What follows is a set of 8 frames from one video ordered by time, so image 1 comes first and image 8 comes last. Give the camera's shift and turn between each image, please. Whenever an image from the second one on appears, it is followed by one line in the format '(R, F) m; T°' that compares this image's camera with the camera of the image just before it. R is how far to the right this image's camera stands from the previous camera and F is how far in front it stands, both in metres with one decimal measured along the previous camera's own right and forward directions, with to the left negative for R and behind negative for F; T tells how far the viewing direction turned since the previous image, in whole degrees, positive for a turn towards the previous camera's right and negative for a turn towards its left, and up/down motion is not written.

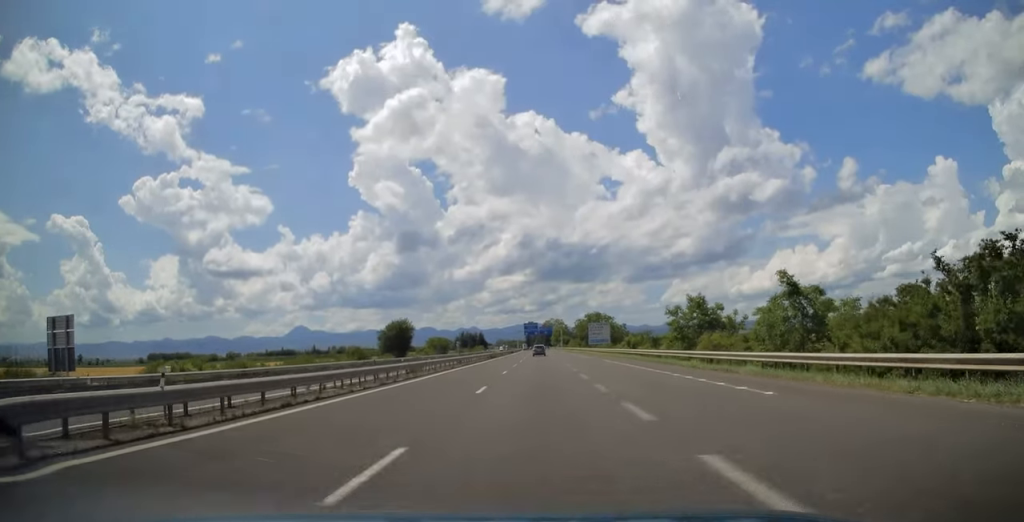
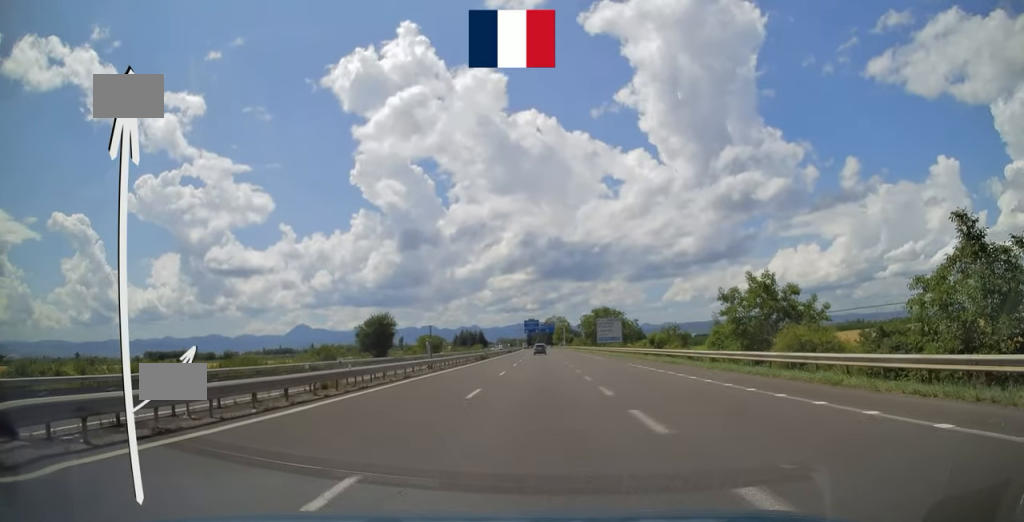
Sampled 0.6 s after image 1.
(+0.2, +14.5) m; +1°
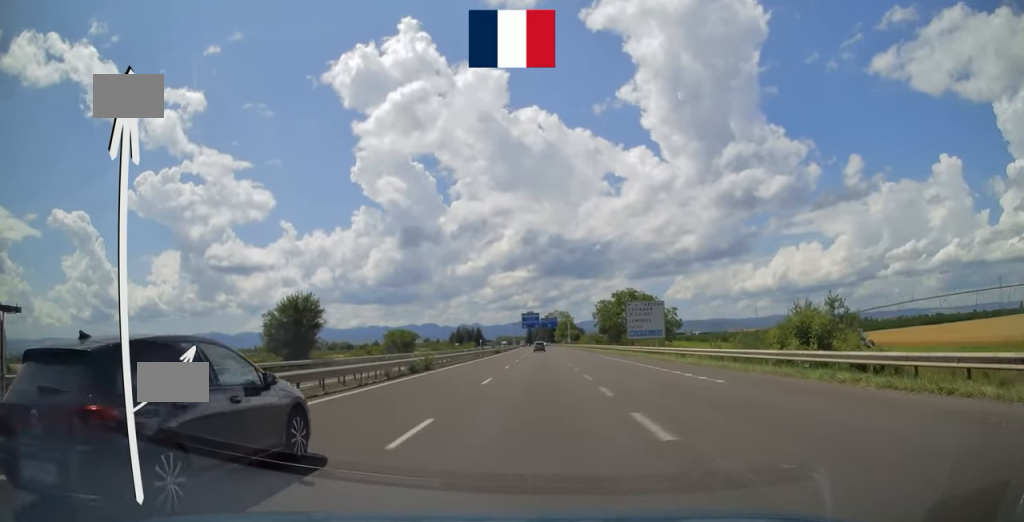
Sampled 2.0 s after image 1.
(-0.1, +33.3) m; 0°
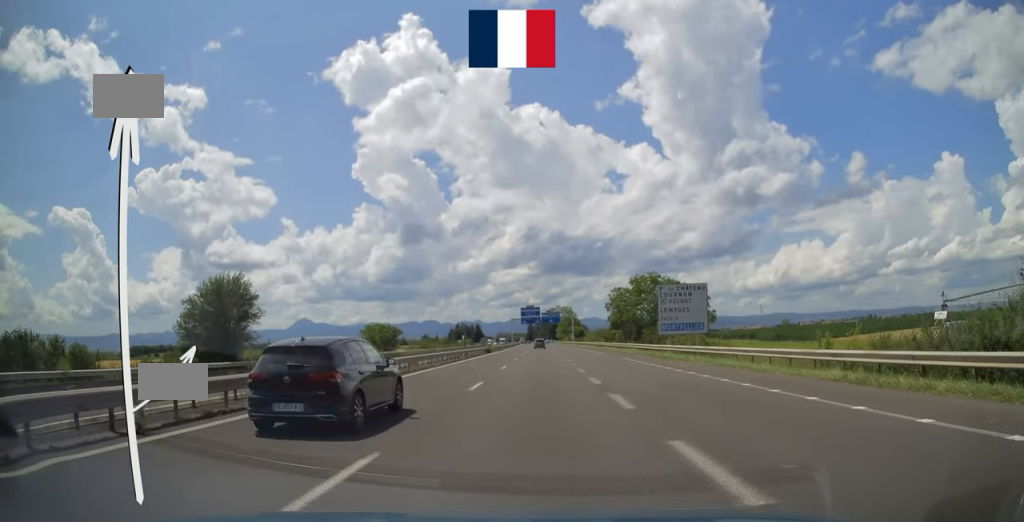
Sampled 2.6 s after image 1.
(0.0, +16.0) m; 0°
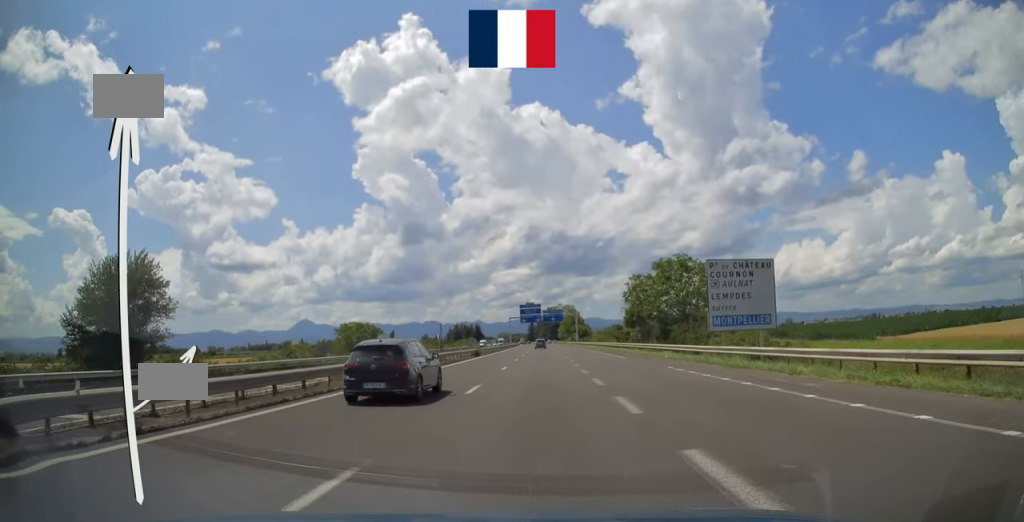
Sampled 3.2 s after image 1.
(0.0, +13.6) m; 0°
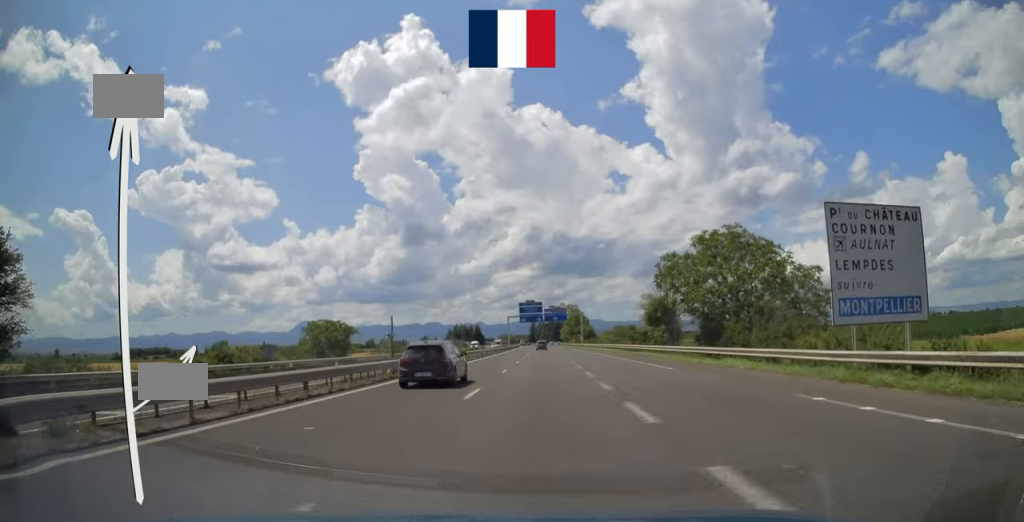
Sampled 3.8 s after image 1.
(0.0, +14.1) m; 0°
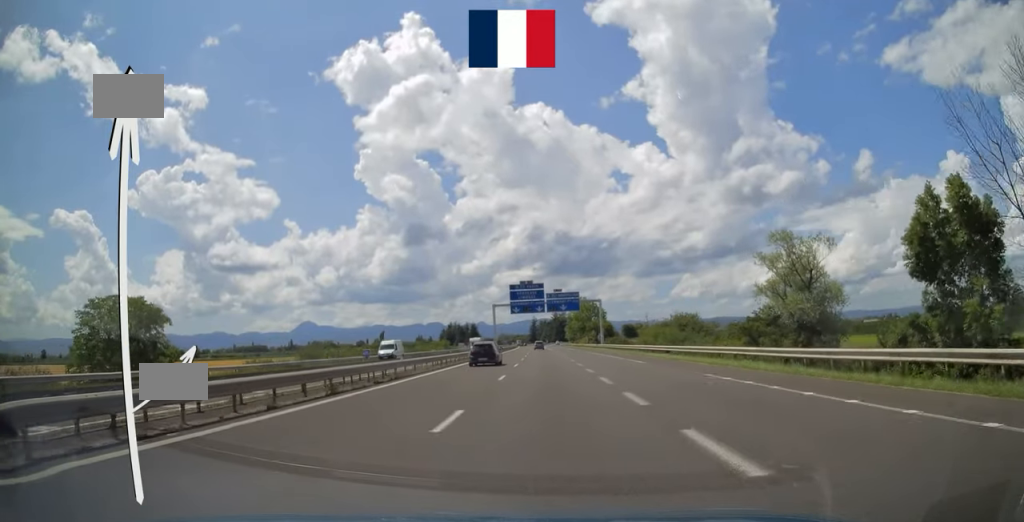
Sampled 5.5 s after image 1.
(-0.8, +42.6) m; -1°
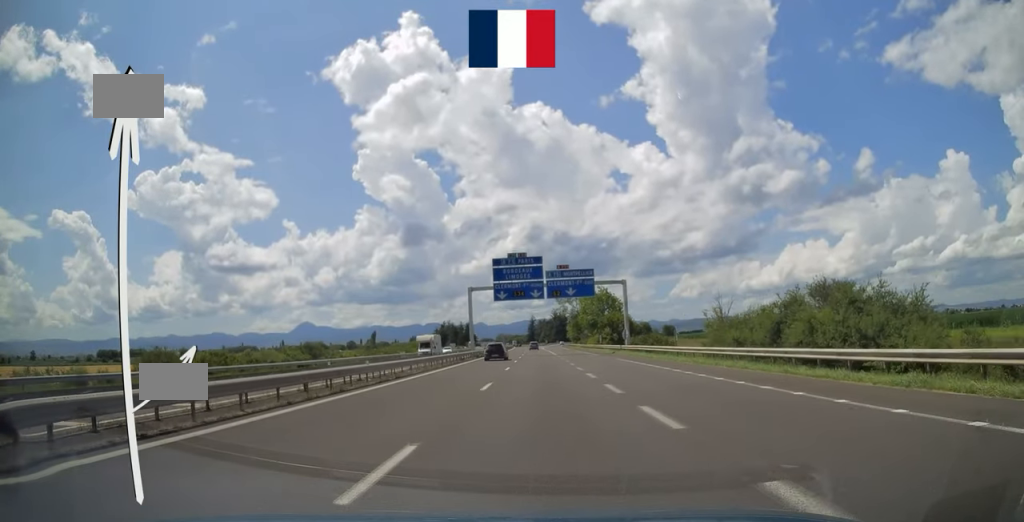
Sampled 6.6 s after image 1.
(+0.4, +29.4) m; +1°
